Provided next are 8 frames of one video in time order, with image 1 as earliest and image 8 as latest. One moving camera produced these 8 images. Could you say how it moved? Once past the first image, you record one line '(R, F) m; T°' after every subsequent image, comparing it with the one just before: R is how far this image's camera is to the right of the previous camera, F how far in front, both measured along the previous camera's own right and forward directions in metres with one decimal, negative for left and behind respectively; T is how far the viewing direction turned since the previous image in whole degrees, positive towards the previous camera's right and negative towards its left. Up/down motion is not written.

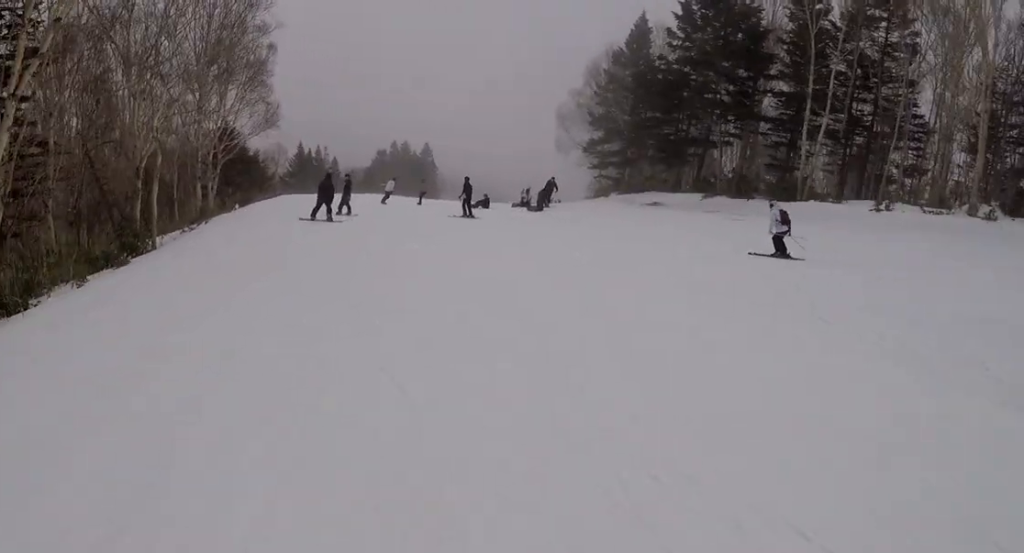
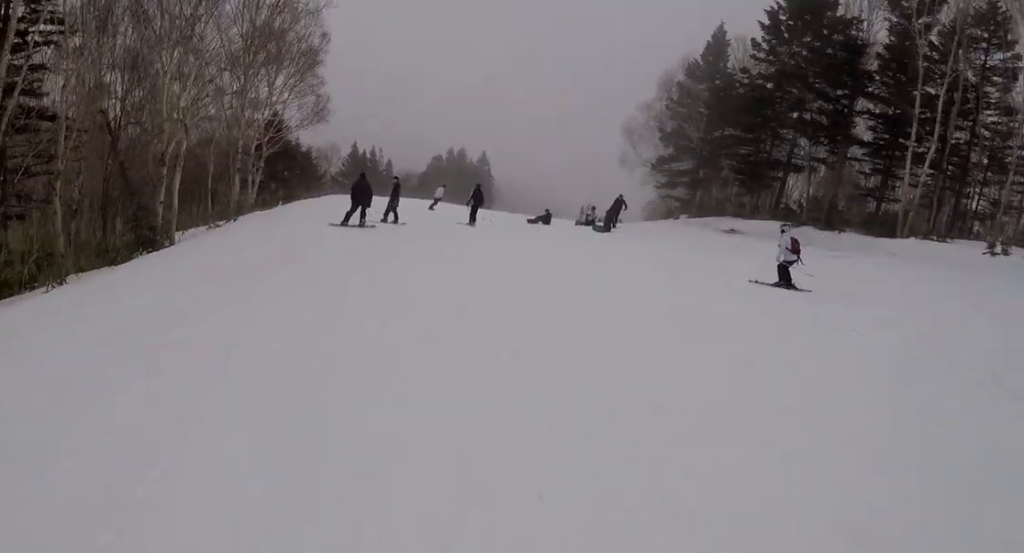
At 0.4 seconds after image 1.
(-0.1, +3.0) m; -2°
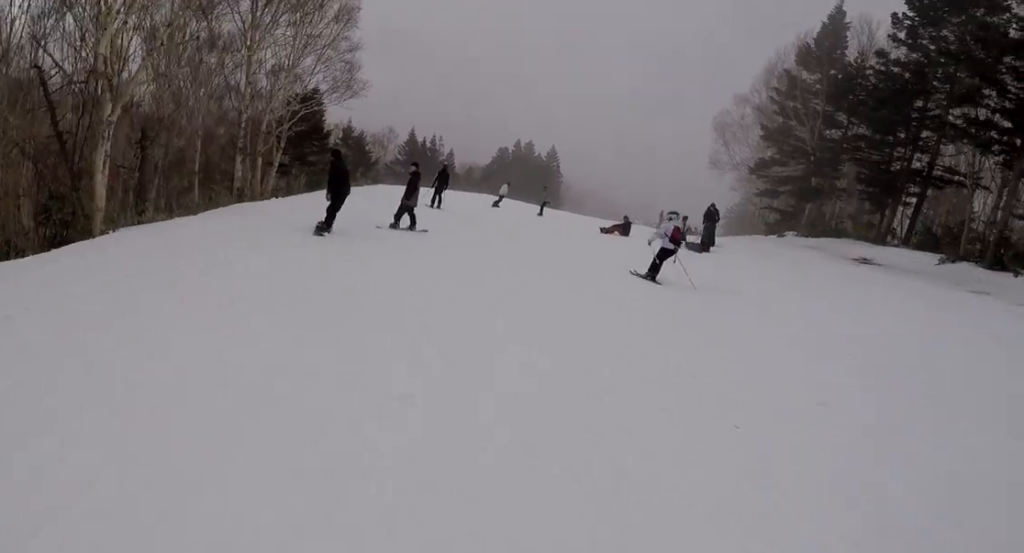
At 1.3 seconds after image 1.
(-1.0, +6.8) m; 0°
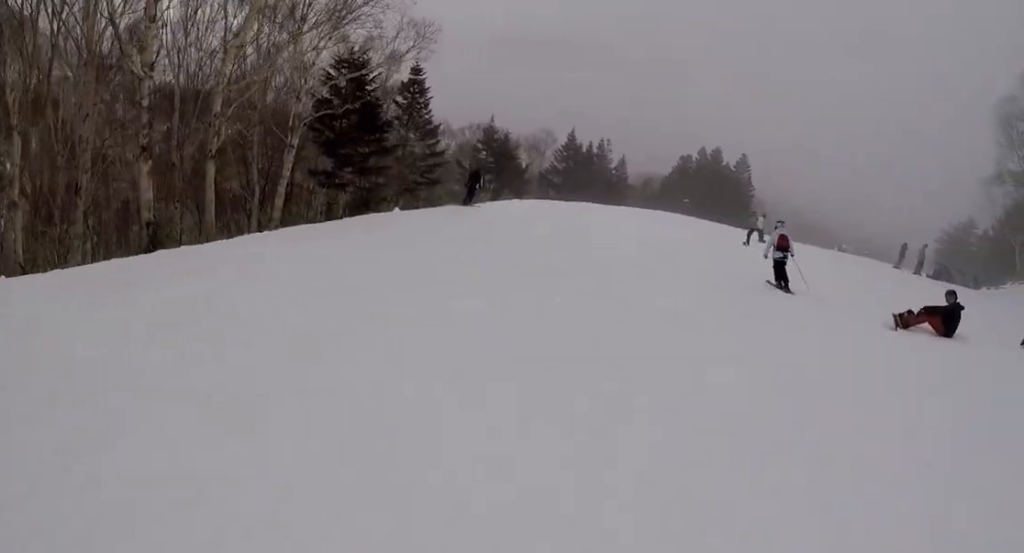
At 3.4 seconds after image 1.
(+0.3, +14.7) m; +5°
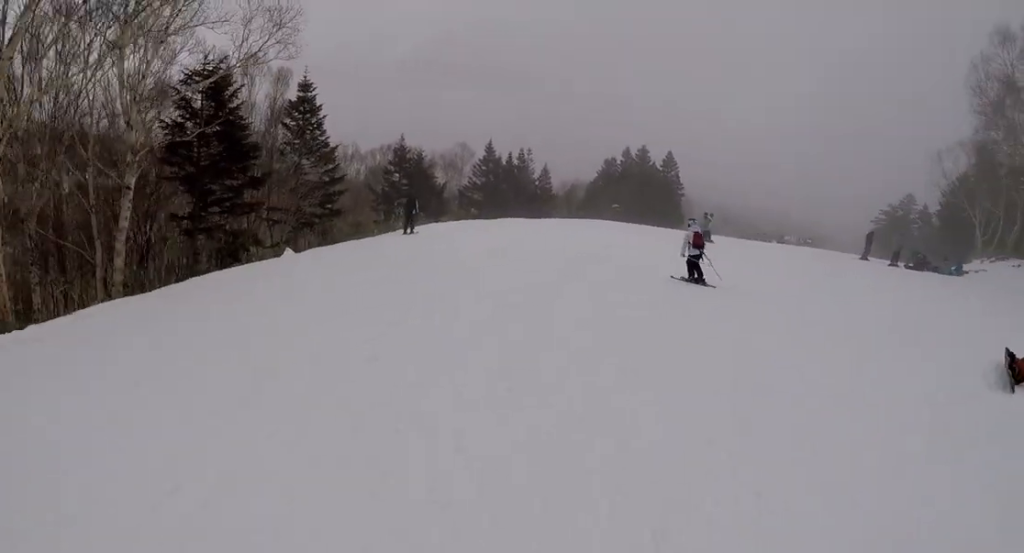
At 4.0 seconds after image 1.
(+0.9, +4.4) m; +7°
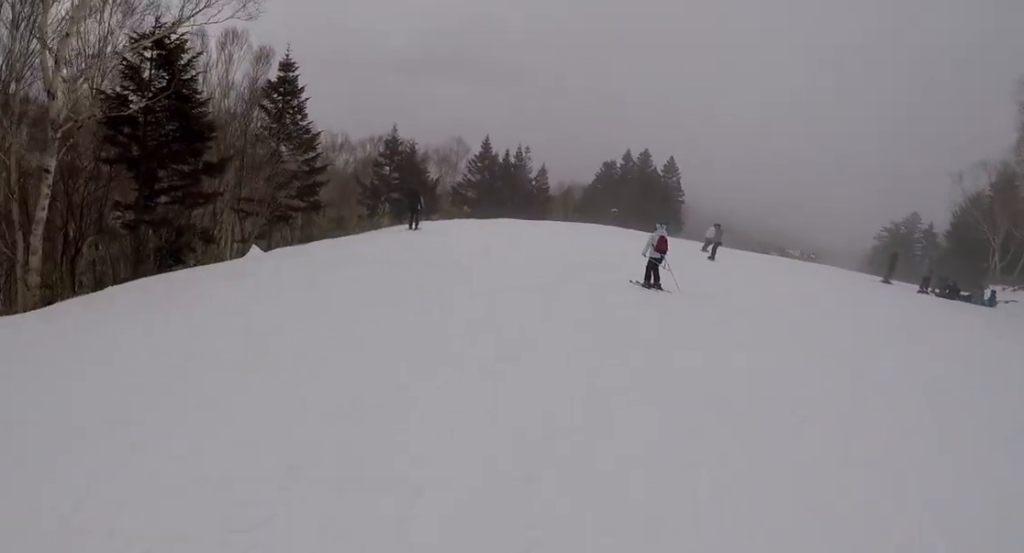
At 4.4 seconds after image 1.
(+0.1, +2.8) m; +2°
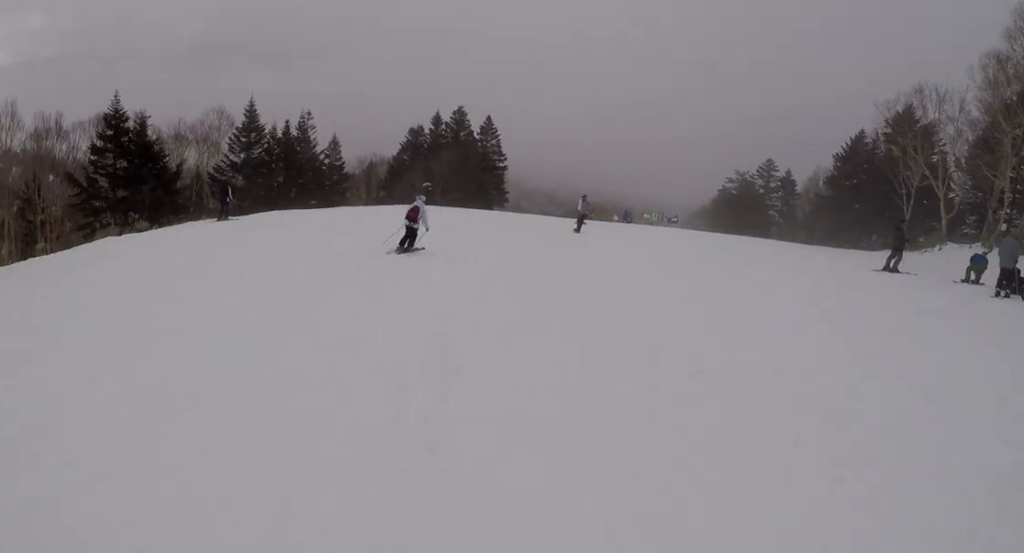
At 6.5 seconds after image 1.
(-0.8, +14.1) m; -11°
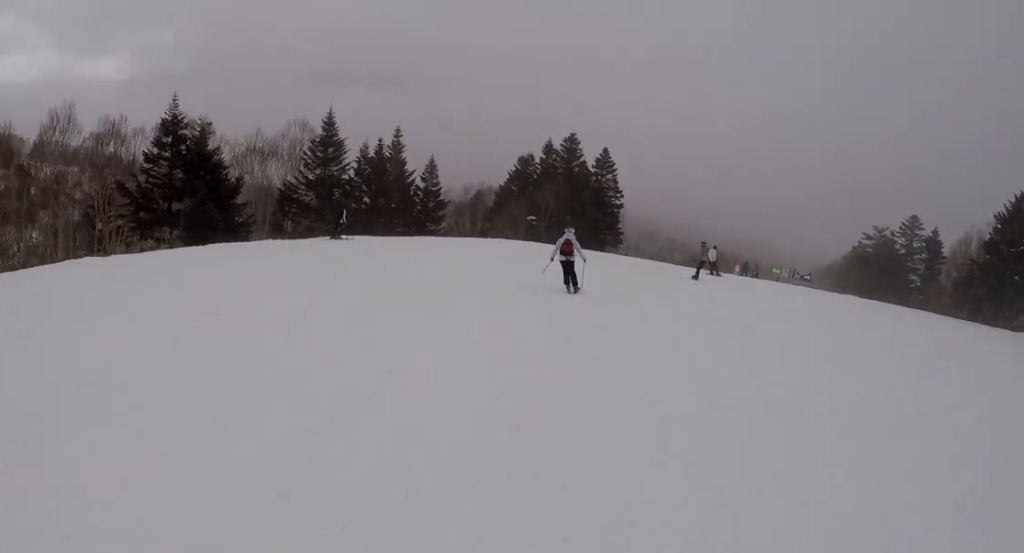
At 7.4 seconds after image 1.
(-0.9, +5.3) m; +3°
